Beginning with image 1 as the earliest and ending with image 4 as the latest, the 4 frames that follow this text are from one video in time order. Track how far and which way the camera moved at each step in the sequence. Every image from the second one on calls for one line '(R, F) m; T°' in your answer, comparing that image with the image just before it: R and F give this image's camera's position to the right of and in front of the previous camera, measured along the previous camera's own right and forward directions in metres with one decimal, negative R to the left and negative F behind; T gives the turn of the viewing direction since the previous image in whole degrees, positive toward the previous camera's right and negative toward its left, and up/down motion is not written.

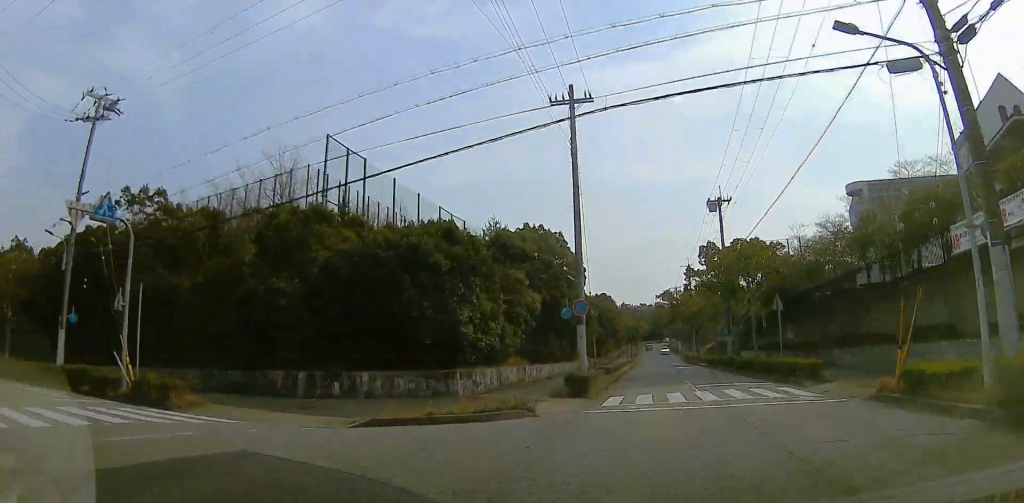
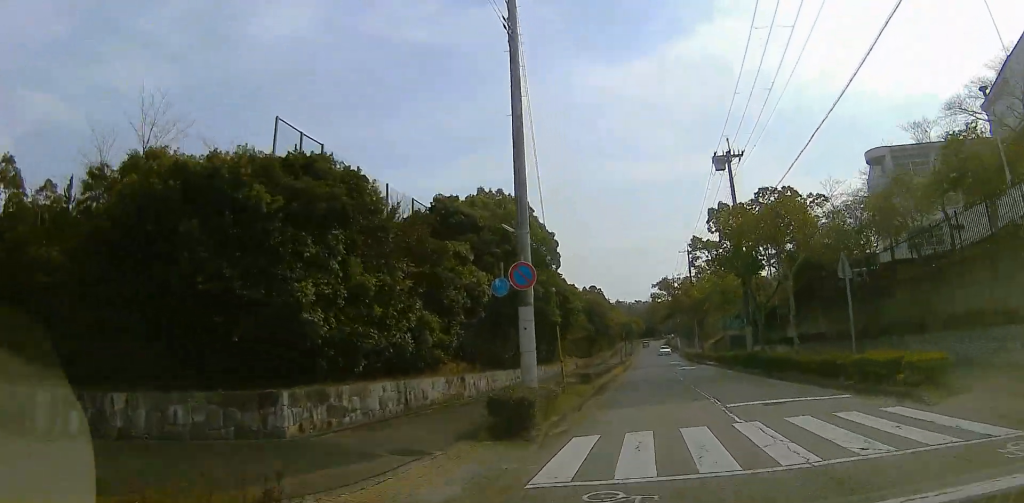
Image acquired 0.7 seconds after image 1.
(0.0, +9.3) m; +1°
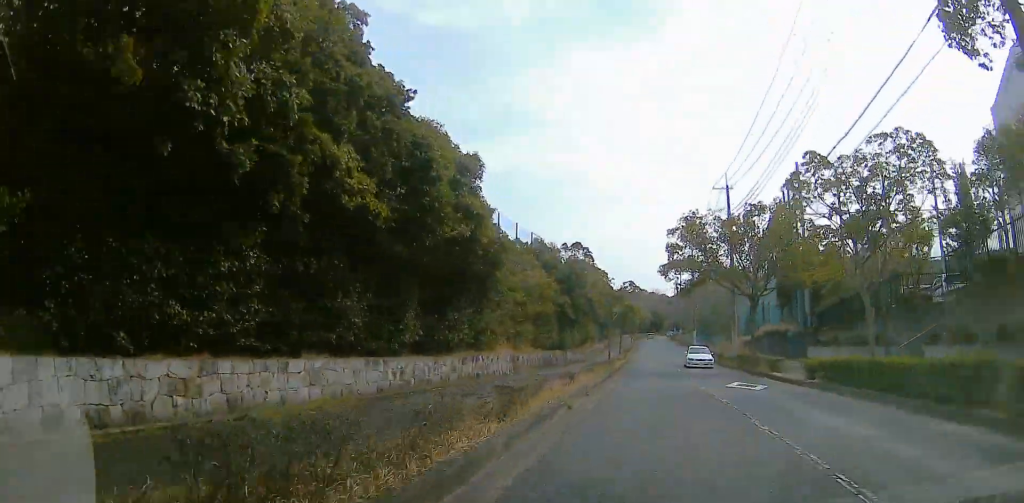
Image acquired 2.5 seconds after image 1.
(0.0, +25.3) m; -2°
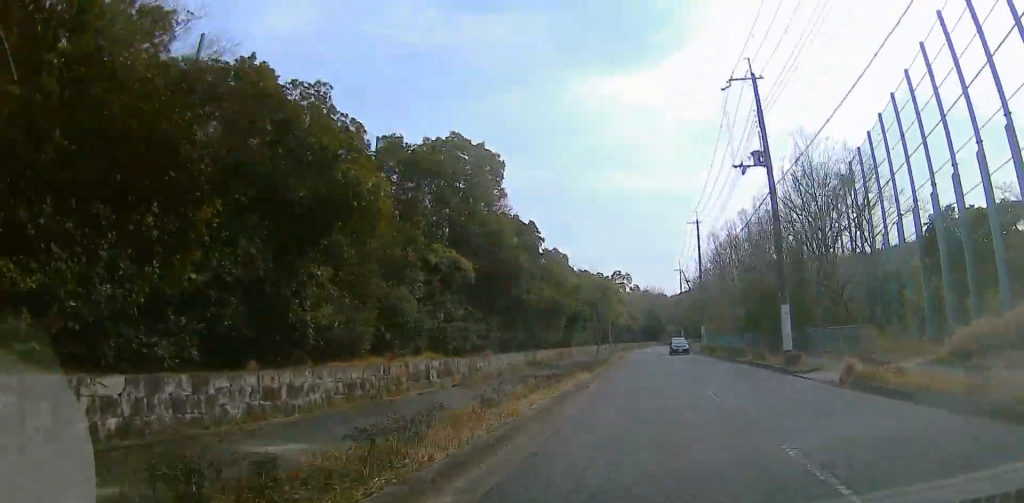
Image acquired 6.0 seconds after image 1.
(-0.1, +52.0) m; +2°
